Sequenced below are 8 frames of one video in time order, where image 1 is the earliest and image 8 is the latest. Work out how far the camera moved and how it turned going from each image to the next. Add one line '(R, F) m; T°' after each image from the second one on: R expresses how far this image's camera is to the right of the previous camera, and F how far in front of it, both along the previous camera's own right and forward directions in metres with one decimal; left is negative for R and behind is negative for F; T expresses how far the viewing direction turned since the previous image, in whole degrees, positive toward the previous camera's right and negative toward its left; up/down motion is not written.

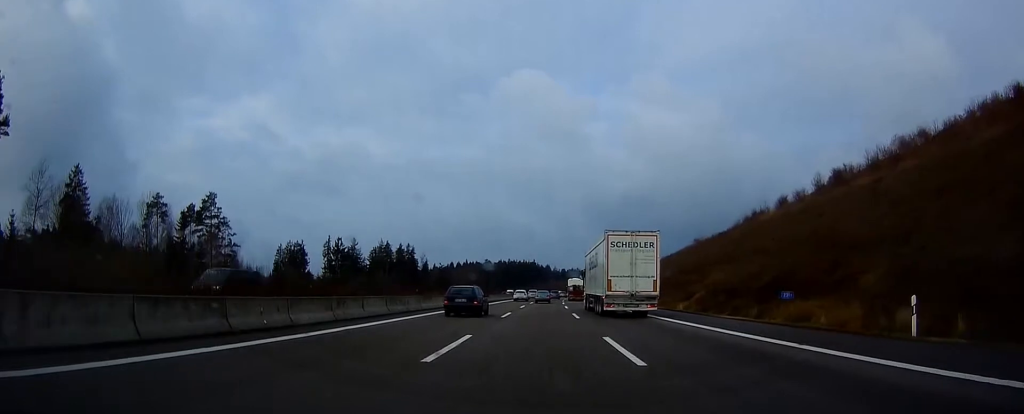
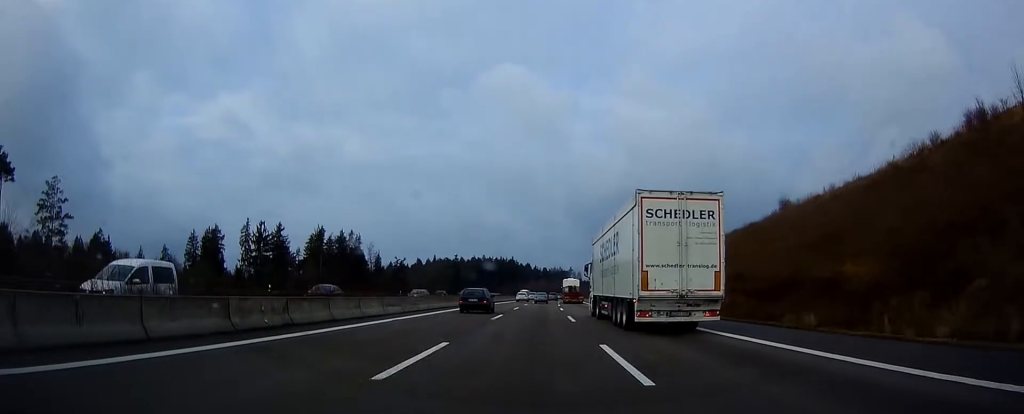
(+0.6, +55.3) m; +2°
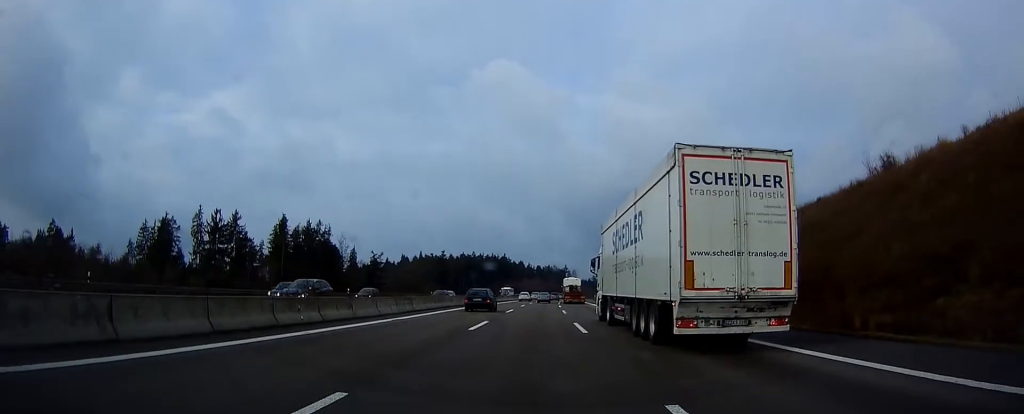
(+0.3, +25.1) m; +1°
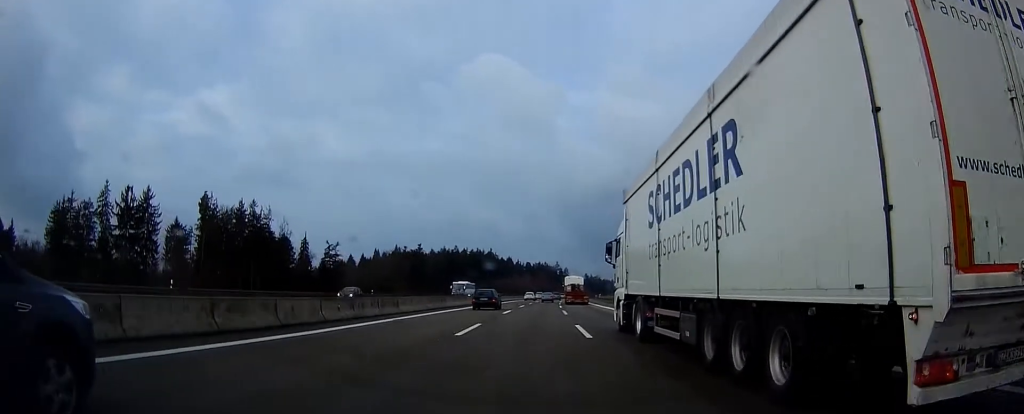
(+0.2, +38.6) m; +1°
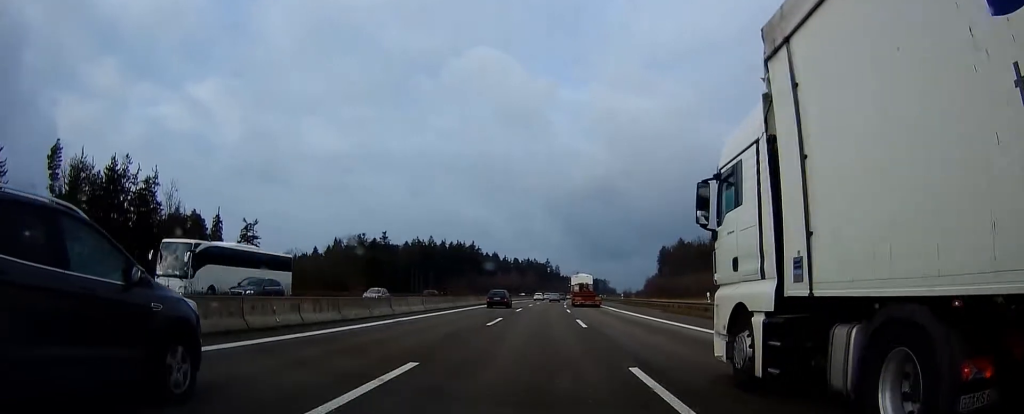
(+0.3, +47.8) m; 0°
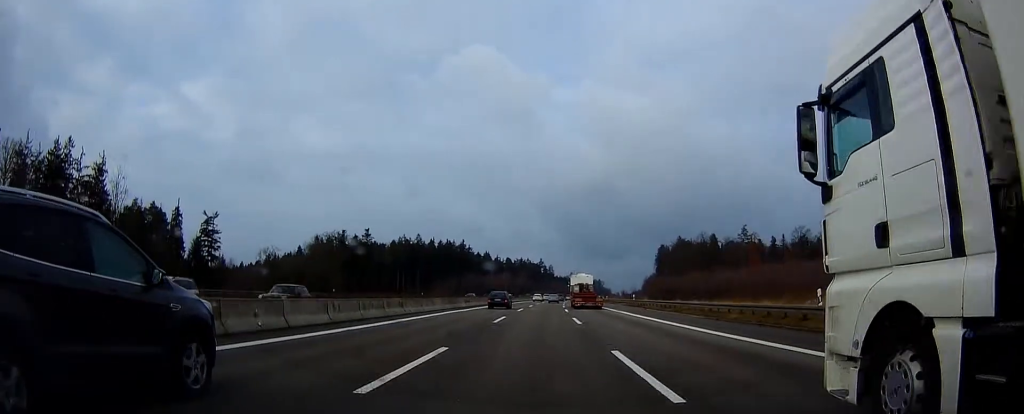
(-0.2, +14.9) m; 0°
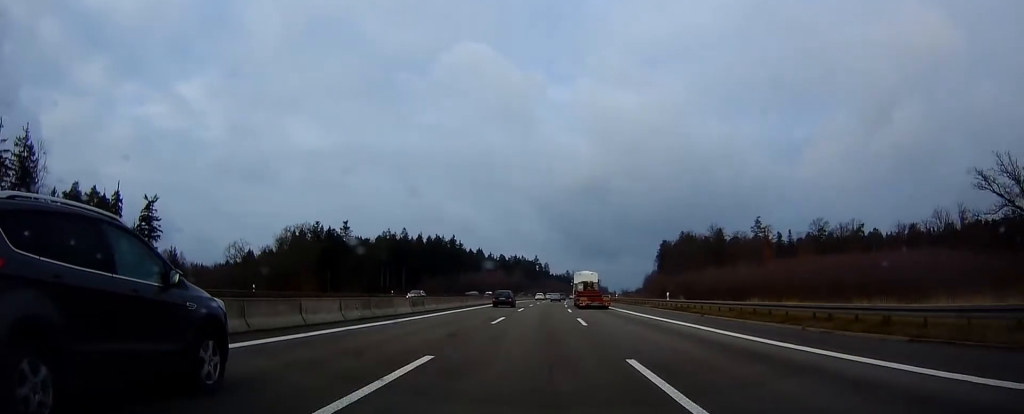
(+0.2, +20.2) m; +1°
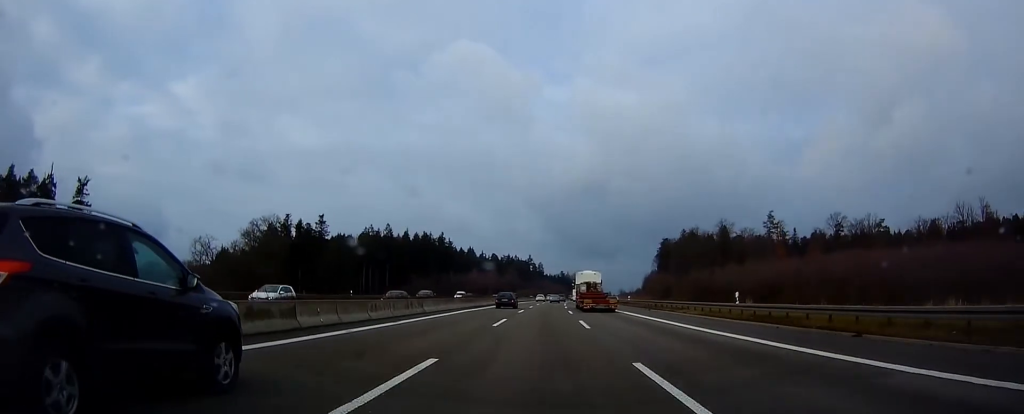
(+0.1, +17.7) m; +1°
